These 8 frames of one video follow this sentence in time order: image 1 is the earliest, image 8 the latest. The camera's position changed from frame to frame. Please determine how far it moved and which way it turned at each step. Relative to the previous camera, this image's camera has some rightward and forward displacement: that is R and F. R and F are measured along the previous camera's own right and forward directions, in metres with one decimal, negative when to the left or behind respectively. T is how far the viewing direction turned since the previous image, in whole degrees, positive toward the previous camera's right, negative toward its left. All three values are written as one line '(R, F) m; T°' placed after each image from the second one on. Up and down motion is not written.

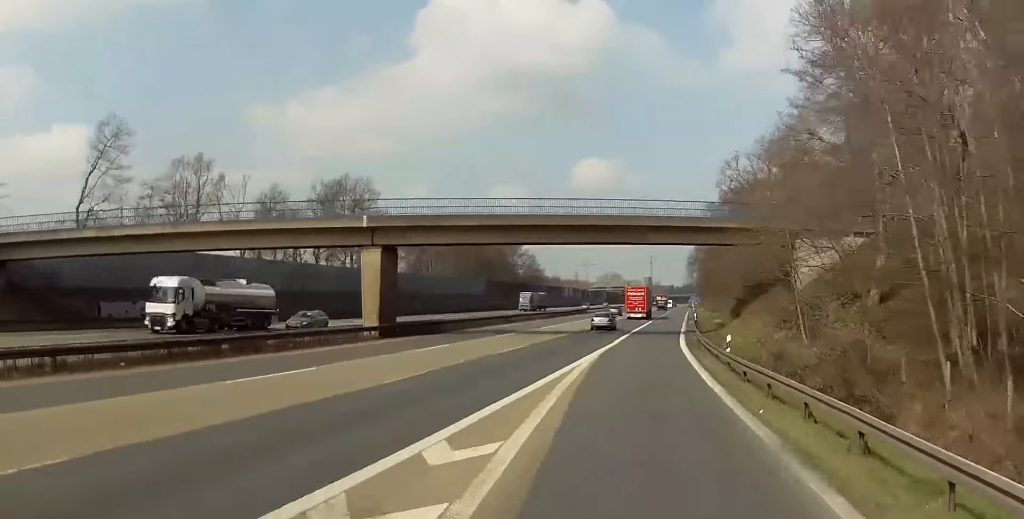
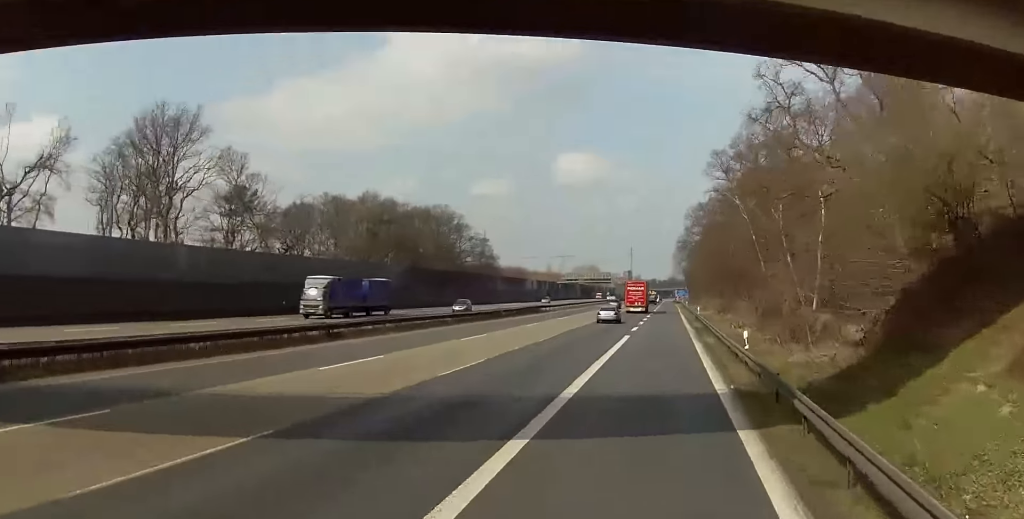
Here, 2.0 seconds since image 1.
(+0.3, +47.0) m; +2°
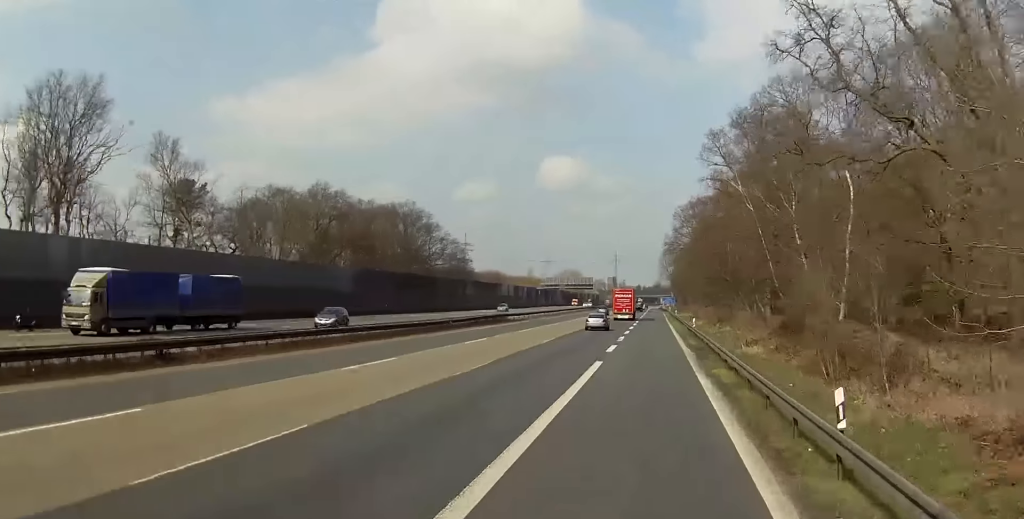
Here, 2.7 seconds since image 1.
(+0.1, +15.3) m; 0°
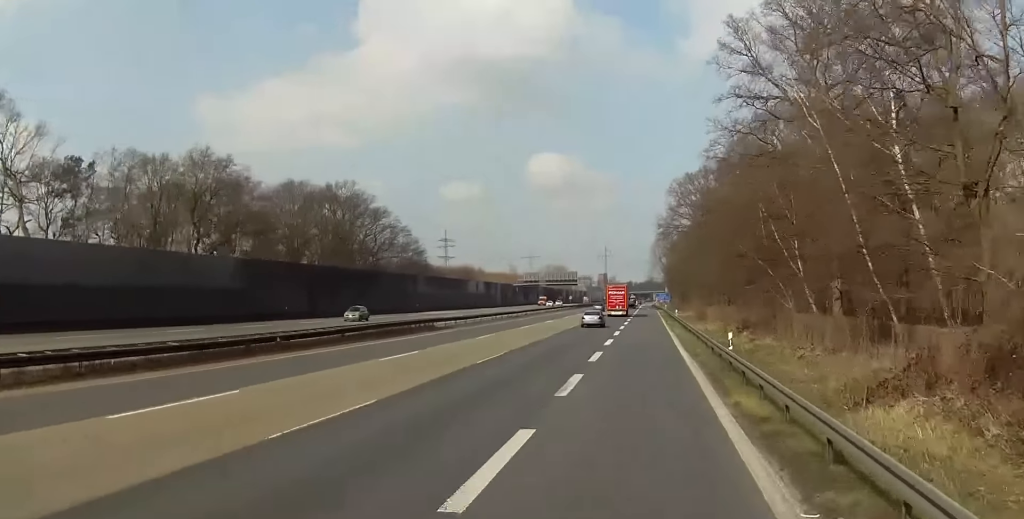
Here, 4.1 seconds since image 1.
(0.0, +31.7) m; 0°
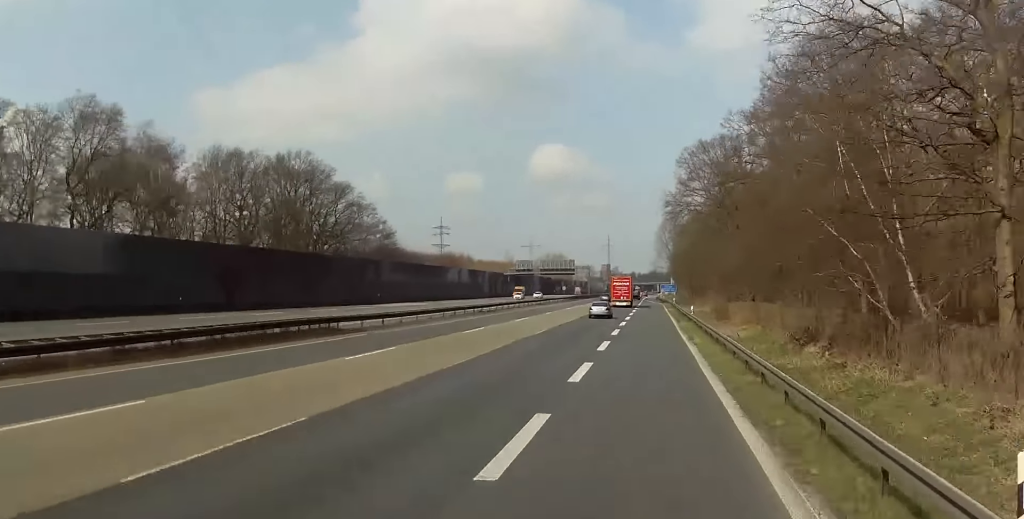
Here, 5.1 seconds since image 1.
(+0.3, +22.5) m; +1°
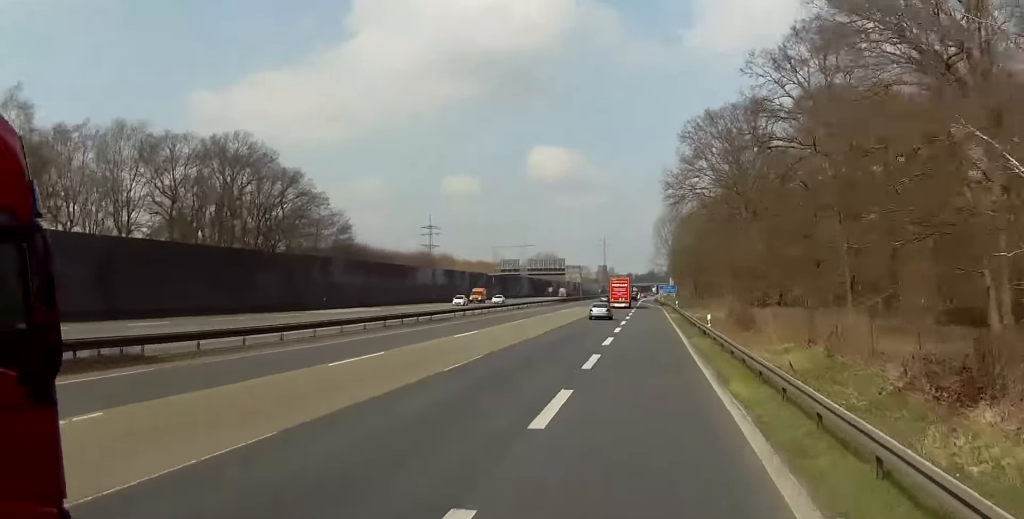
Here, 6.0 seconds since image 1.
(+0.1, +19.5) m; 0°
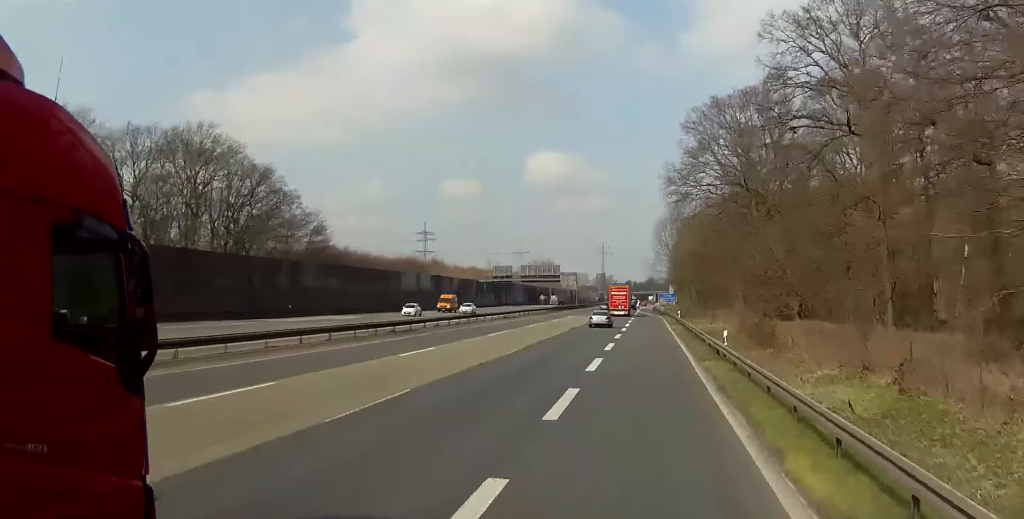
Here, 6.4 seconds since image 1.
(0.0, +9.8) m; 0°
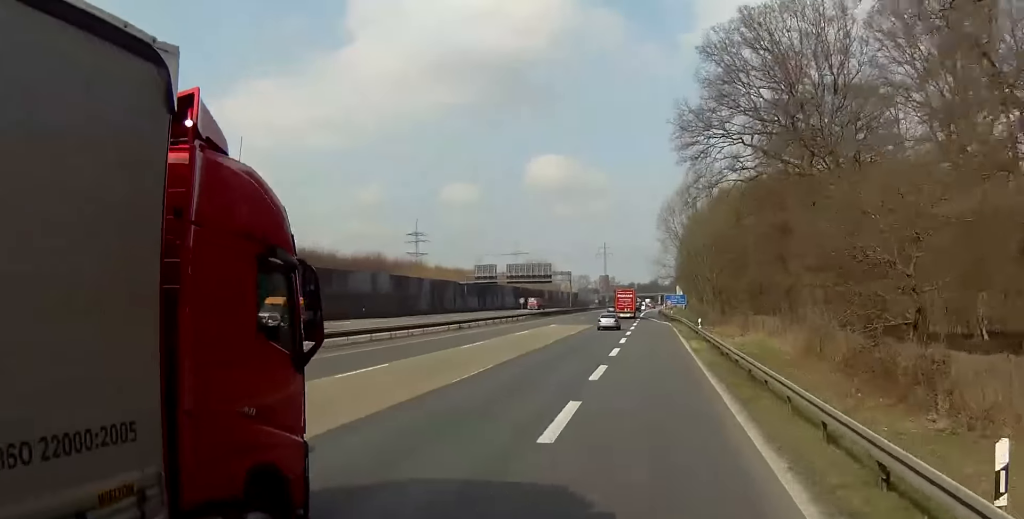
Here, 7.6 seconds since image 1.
(-0.2, +26.3) m; -1°
